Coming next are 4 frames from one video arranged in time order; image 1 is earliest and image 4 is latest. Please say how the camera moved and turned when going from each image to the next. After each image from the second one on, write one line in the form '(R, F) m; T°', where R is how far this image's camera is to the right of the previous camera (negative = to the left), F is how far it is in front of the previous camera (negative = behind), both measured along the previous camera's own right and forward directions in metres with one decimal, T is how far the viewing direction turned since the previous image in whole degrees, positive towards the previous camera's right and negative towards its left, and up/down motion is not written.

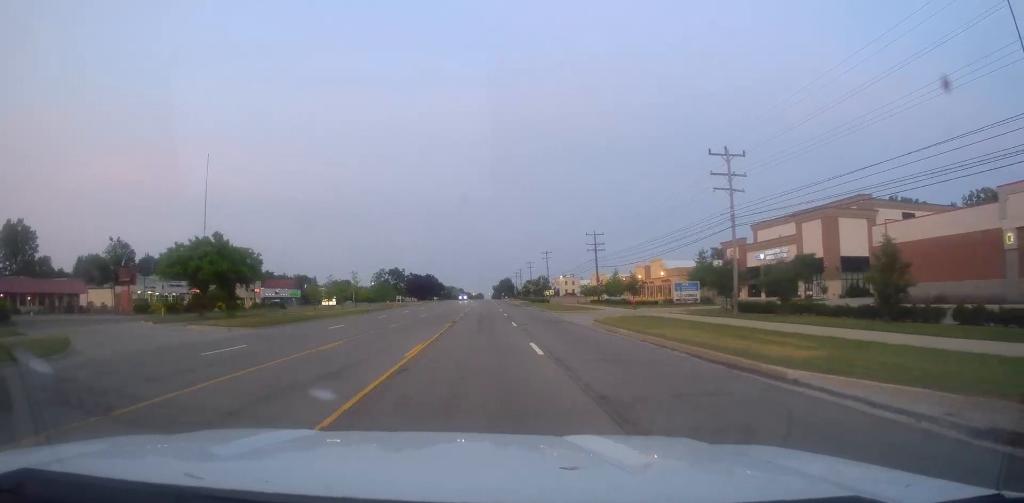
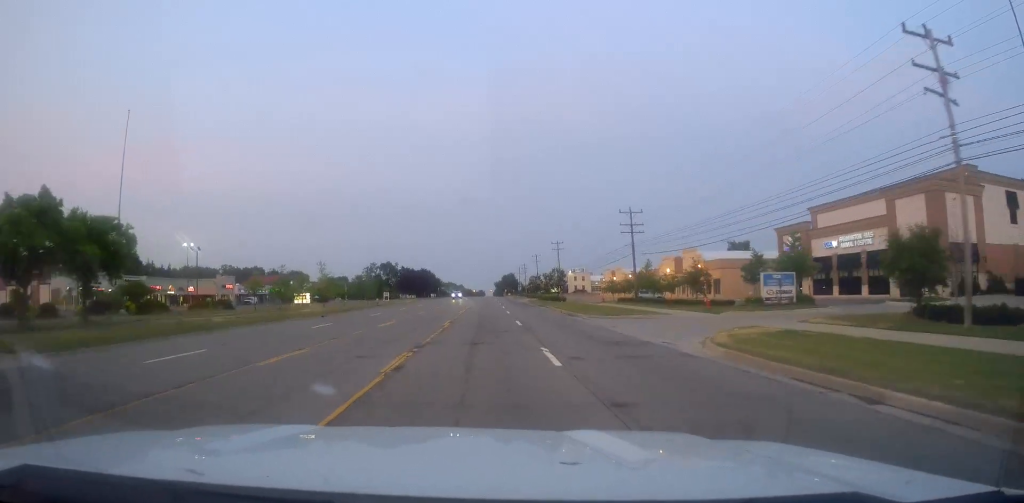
(0.0, +19.2) m; +1°
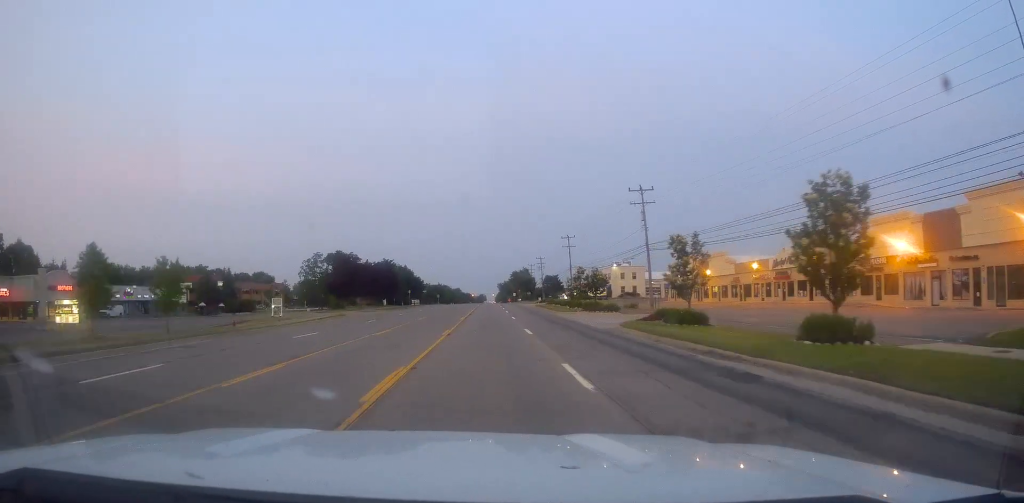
(+0.1, +65.2) m; -2°
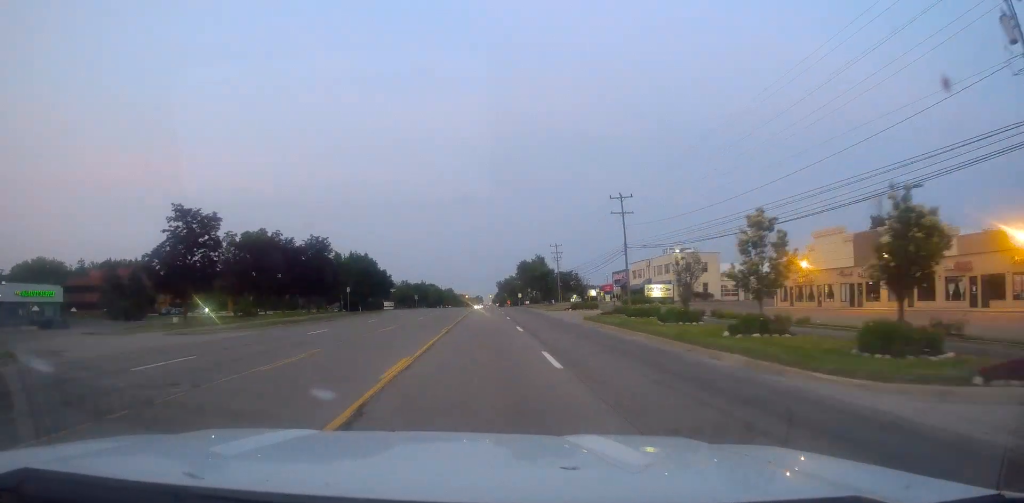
(+0.8, +43.9) m; +3°
